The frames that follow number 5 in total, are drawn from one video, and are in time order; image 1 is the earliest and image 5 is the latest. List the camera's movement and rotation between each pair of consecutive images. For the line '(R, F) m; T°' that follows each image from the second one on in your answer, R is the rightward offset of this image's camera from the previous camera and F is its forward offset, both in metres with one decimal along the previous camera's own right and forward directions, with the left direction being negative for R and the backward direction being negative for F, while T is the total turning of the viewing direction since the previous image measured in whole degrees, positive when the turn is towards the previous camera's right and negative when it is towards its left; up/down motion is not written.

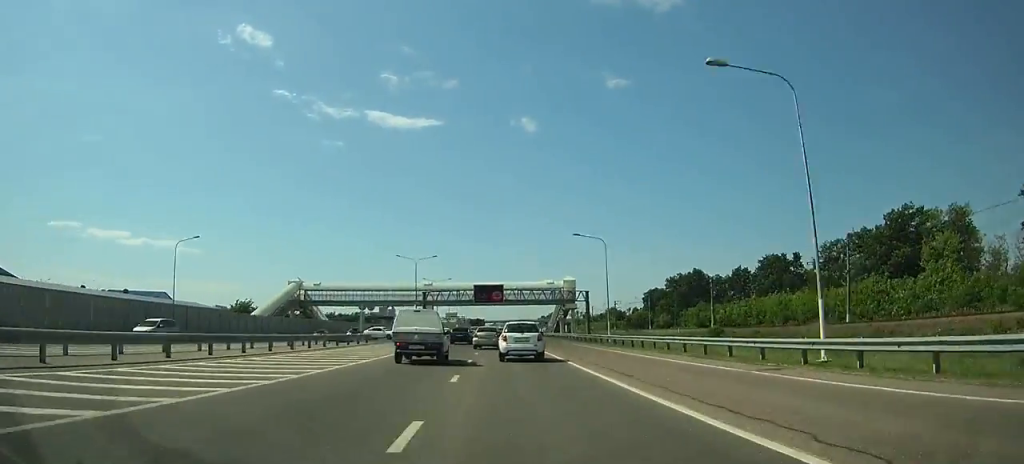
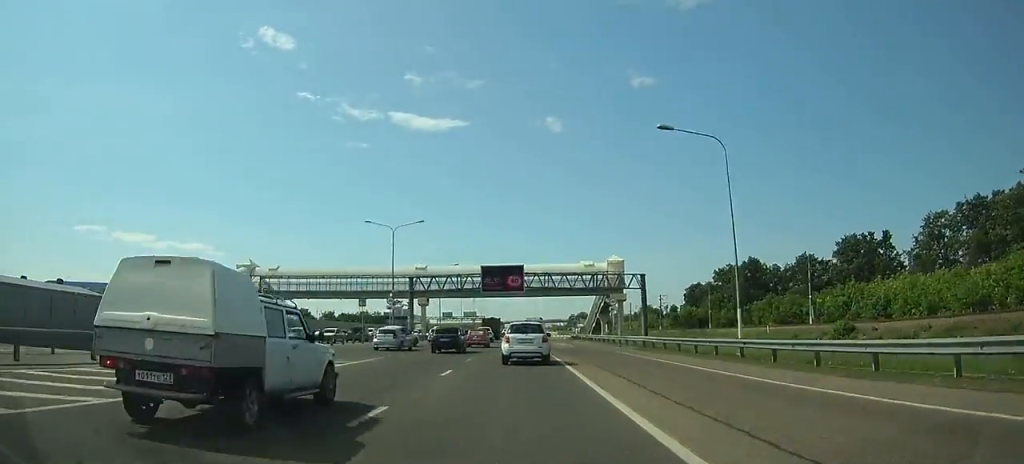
(-0.2, +28.2) m; -1°
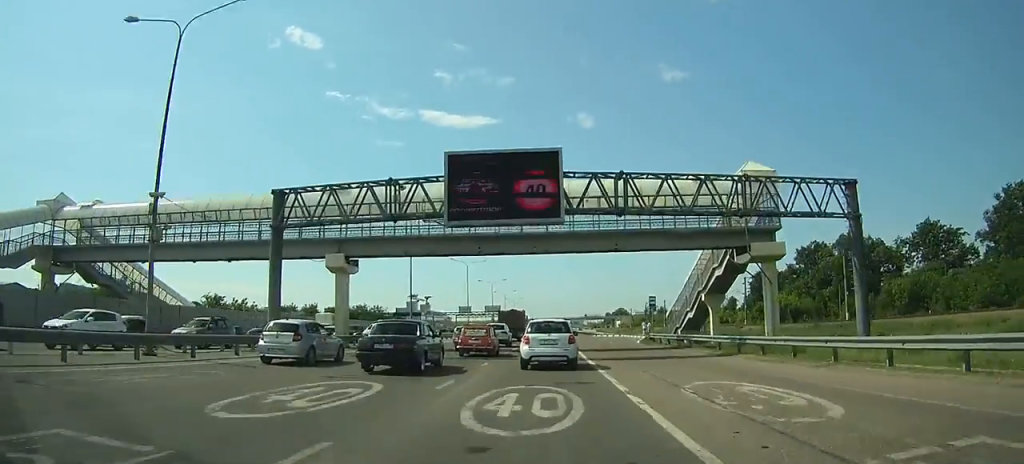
(-0.9, +40.0) m; -3°
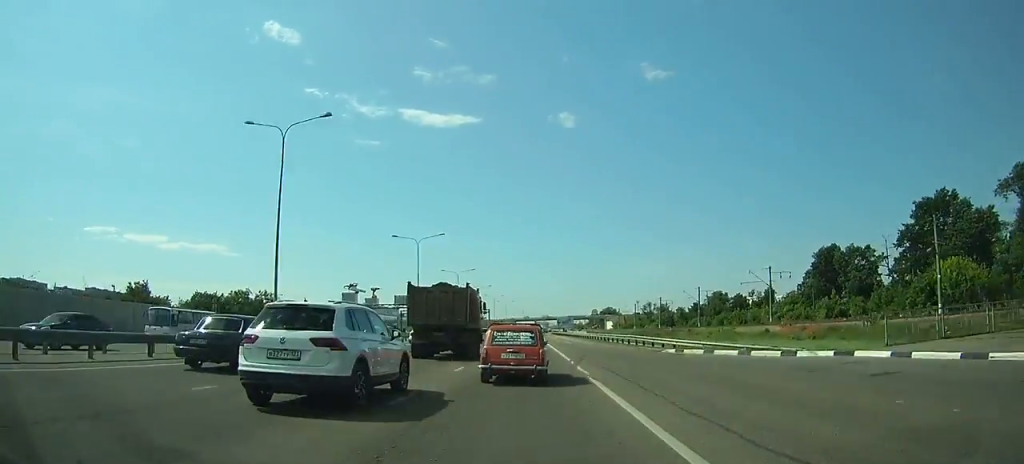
(+0.2, +64.4) m; +1°
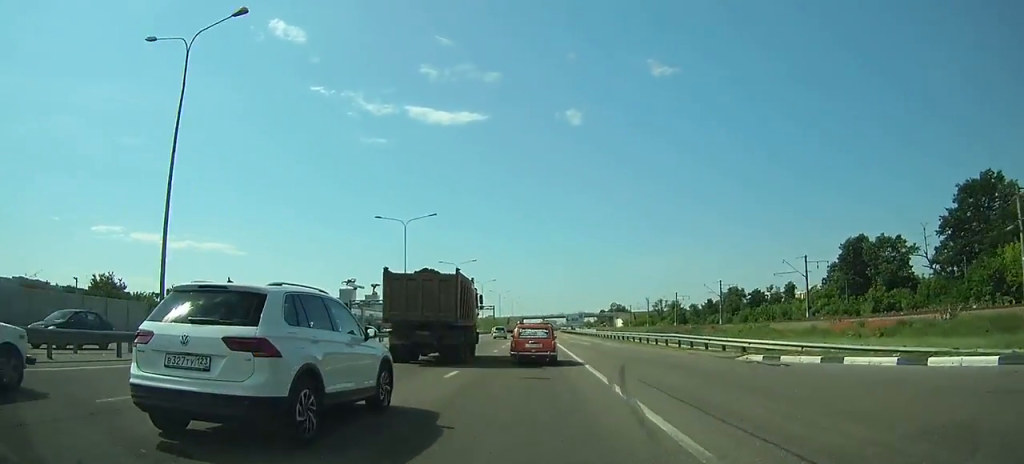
(0.0, +10.6) m; 0°
